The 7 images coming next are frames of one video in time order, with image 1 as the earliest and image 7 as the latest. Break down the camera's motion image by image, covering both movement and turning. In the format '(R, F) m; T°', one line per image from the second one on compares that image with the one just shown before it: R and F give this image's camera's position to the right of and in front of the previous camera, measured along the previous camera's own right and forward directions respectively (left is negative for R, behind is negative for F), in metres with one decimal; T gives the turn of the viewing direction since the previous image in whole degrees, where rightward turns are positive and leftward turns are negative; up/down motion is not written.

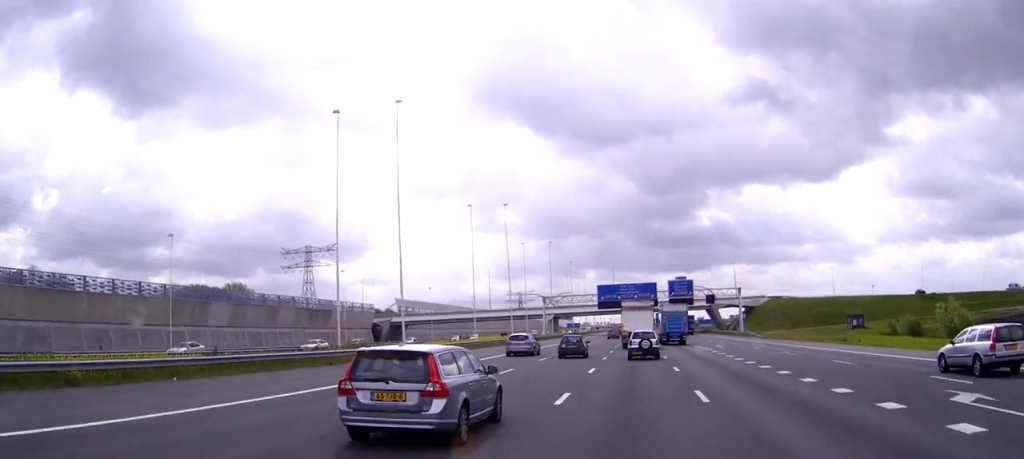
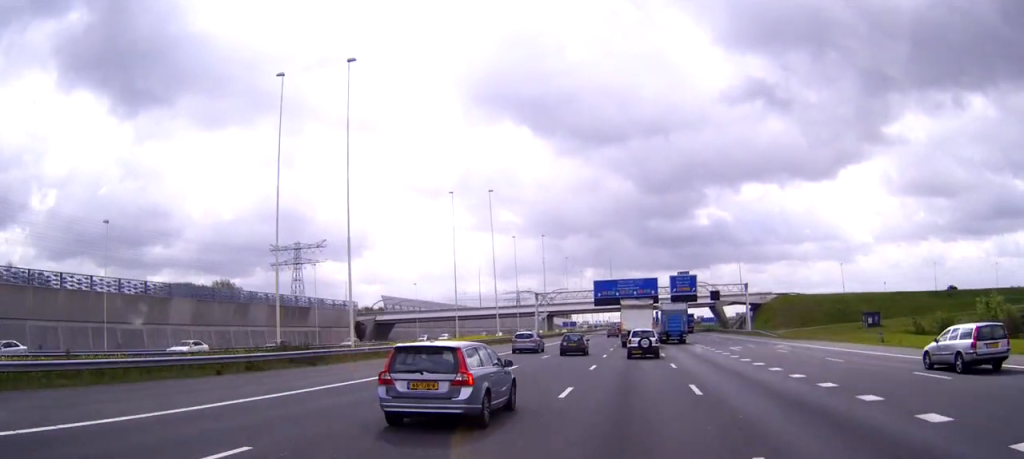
(0.0, +10.5) m; 0°
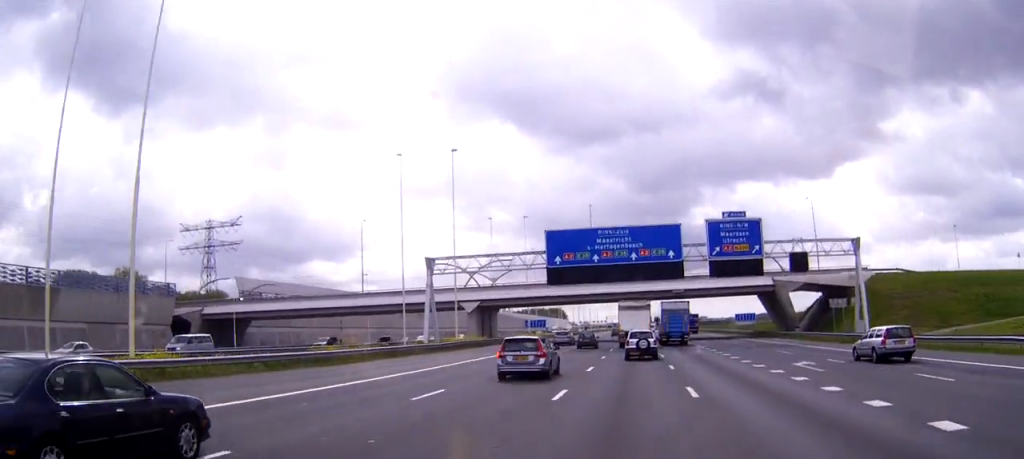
(+0.1, +72.4) m; 0°
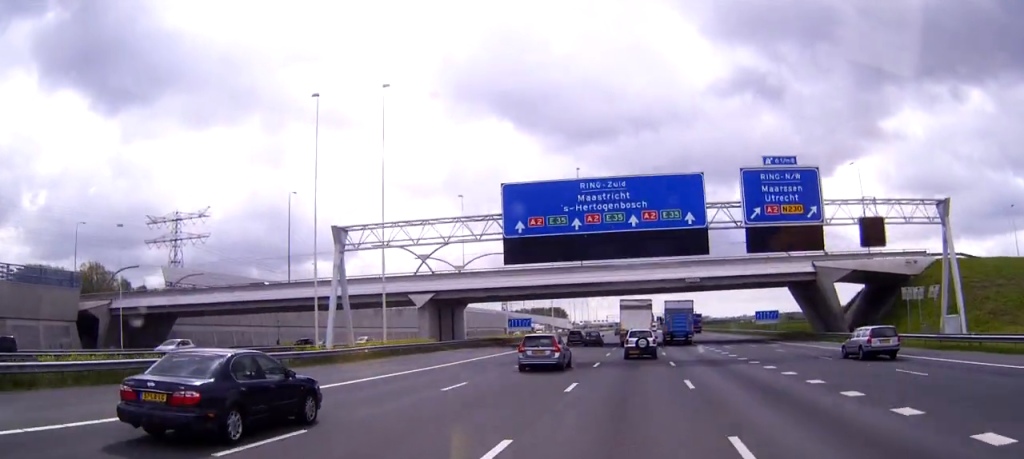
(-0.1, +21.5) m; 0°
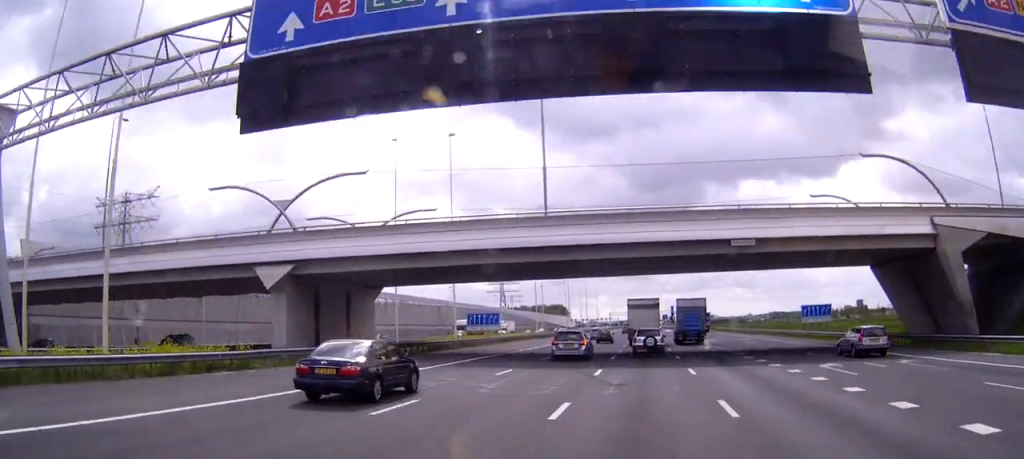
(0.0, +30.6) m; 0°
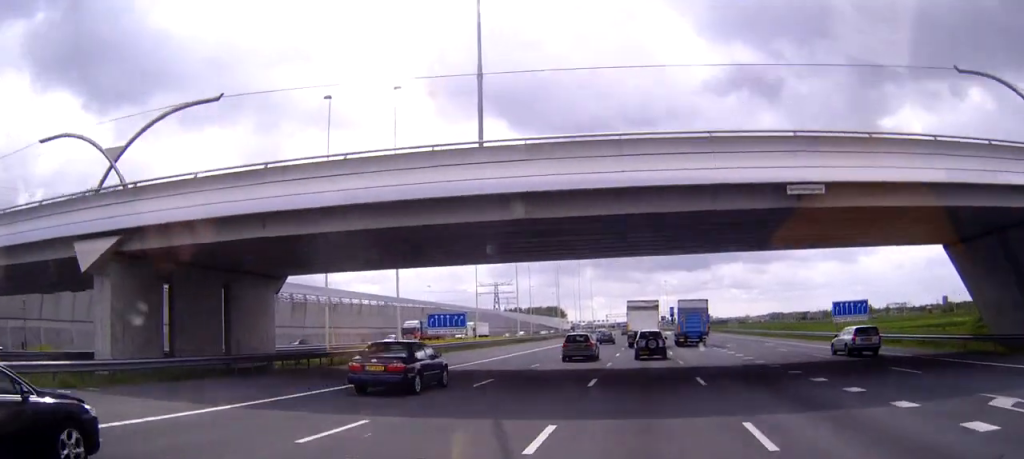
(0.0, +15.7) m; 0°
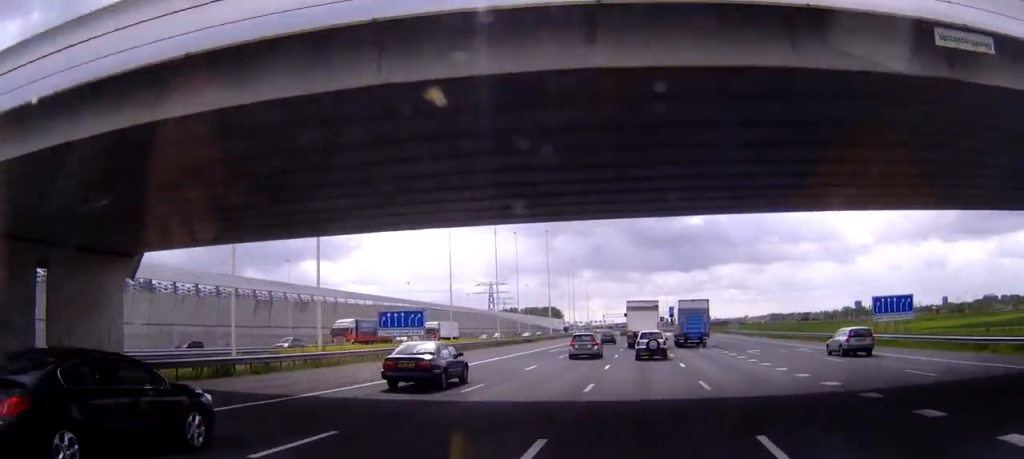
(0.0, +13.4) m; 0°
